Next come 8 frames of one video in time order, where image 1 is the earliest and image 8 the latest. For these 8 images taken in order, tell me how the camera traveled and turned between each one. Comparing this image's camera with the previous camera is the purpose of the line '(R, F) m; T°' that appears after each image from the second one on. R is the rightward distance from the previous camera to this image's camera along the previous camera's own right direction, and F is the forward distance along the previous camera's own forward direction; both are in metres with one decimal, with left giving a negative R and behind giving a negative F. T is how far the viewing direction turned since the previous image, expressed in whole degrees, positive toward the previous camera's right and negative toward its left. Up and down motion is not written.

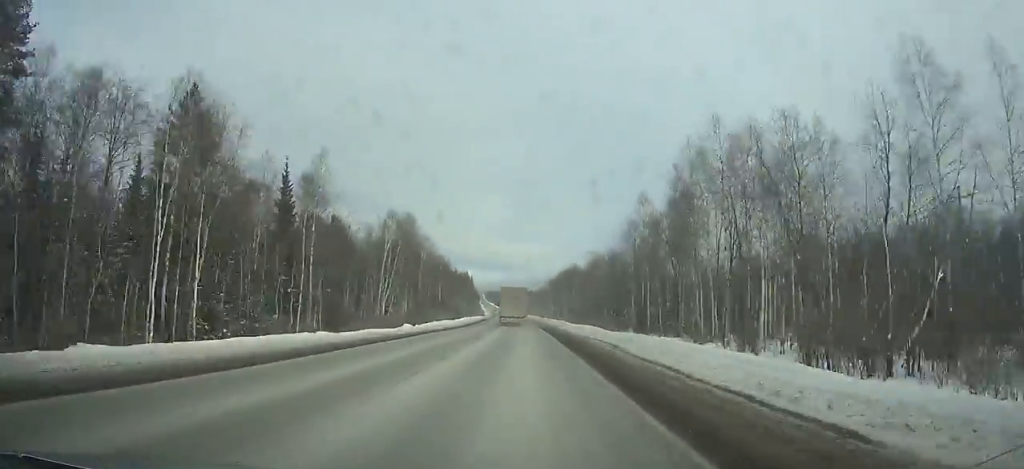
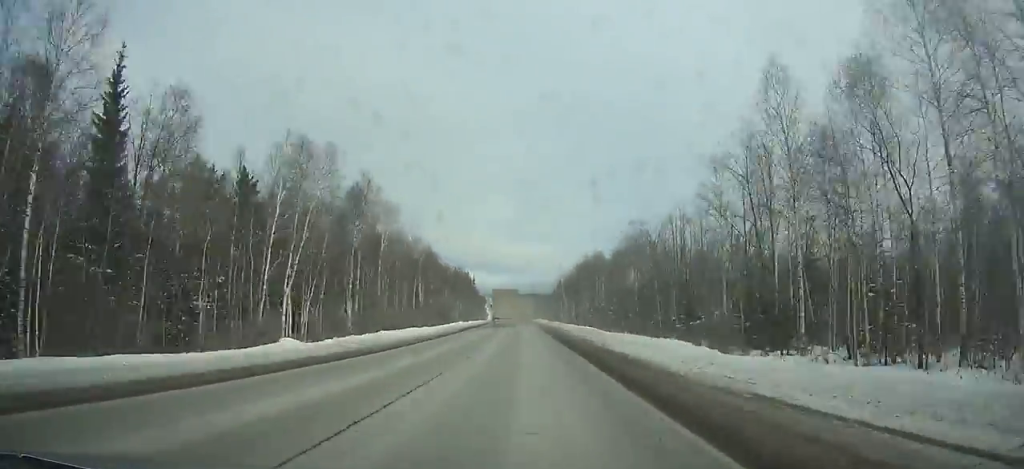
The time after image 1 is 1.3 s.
(-0.3, +30.9) m; -1°
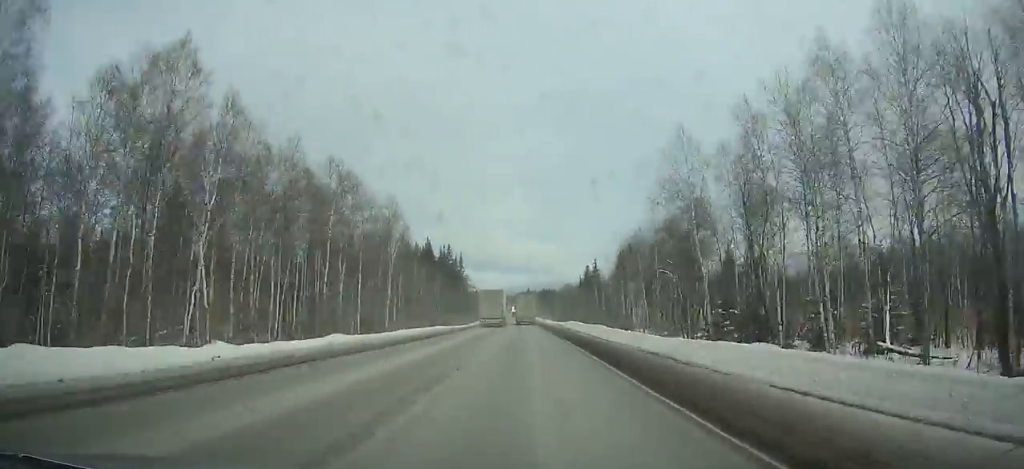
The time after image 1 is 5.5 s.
(-1.3, +100.0) m; -1°
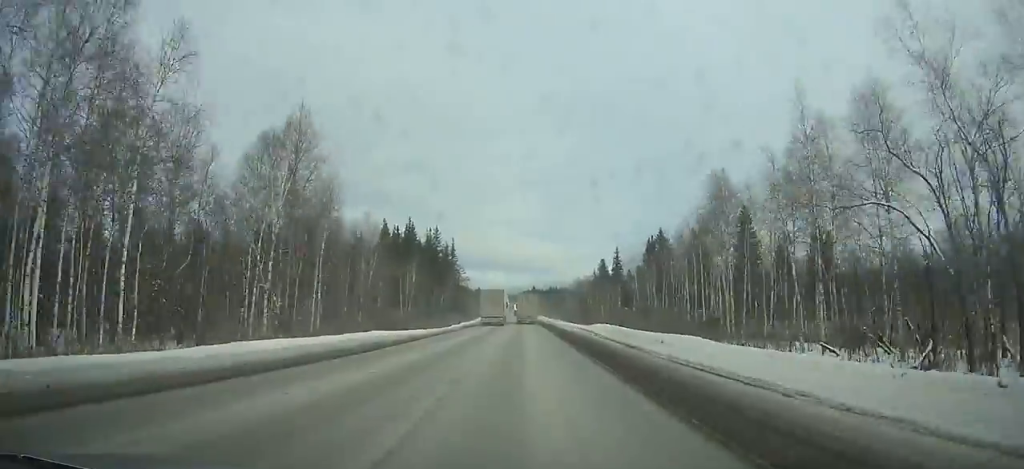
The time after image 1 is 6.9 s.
(-0.1, +33.0) m; 0°
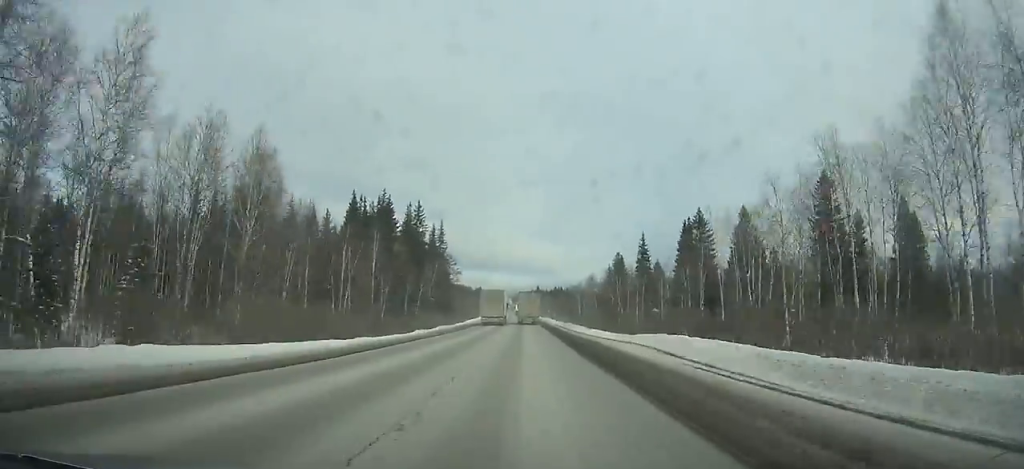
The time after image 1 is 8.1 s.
(-0.2, +28.0) m; 0°
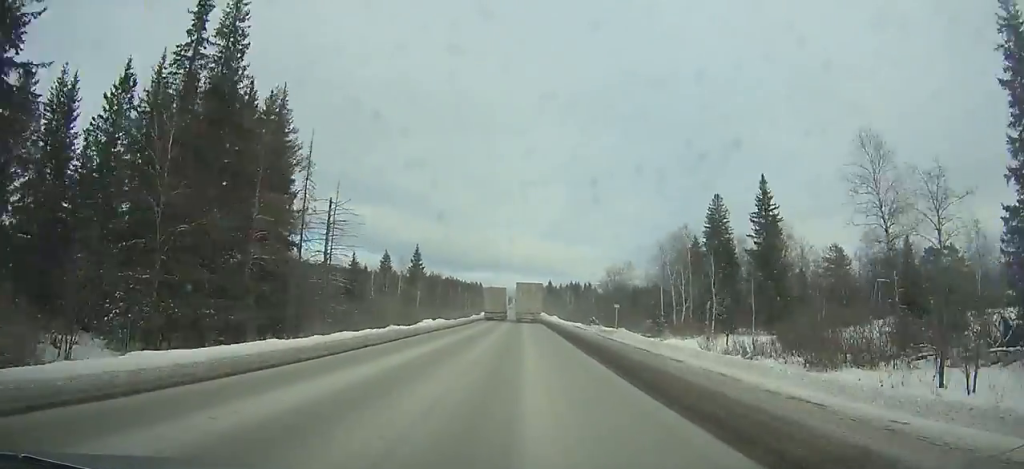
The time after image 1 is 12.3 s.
(-0.3, +95.8) m; -1°
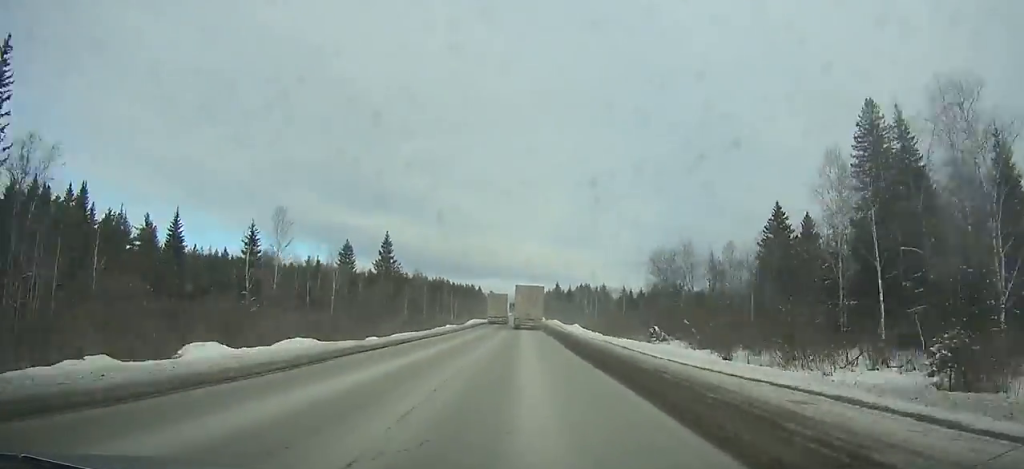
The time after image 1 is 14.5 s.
(-0.5, +48.2) m; -1°
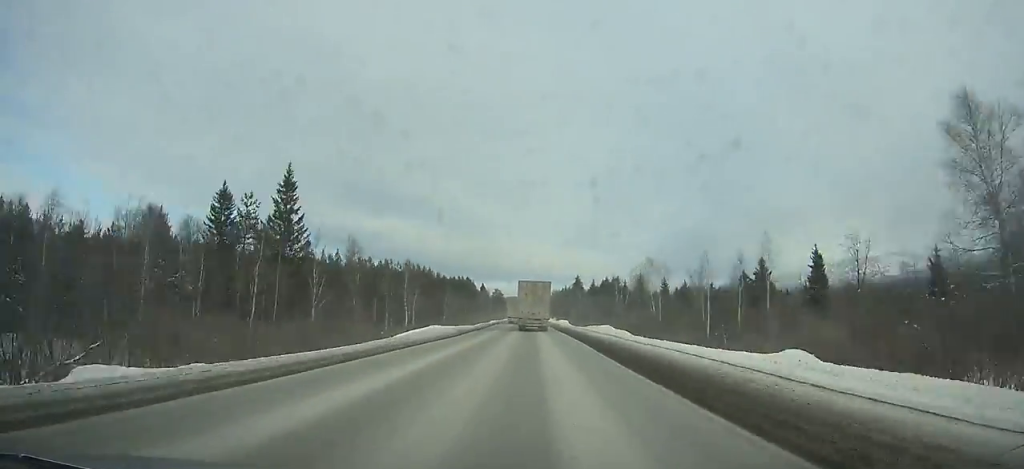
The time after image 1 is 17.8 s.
(-0.6, +71.1) m; 0°
